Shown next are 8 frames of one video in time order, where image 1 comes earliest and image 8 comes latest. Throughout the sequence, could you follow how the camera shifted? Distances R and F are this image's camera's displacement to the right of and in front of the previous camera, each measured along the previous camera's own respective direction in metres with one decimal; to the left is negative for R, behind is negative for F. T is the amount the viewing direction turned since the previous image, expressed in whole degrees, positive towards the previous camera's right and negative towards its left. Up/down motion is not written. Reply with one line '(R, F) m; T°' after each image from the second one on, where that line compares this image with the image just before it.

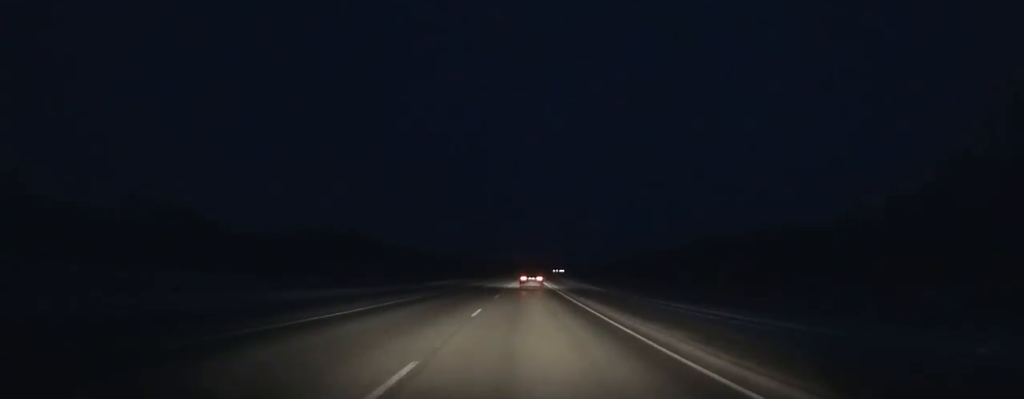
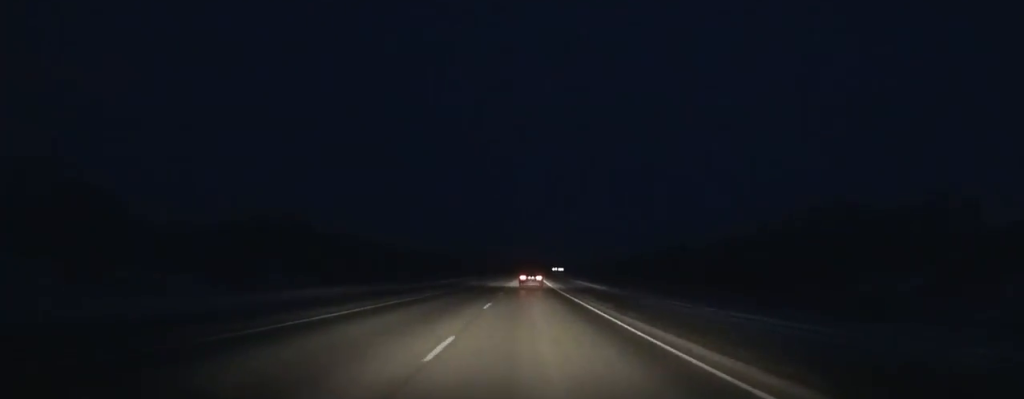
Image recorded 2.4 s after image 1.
(+0.2, +56.7) m; 0°
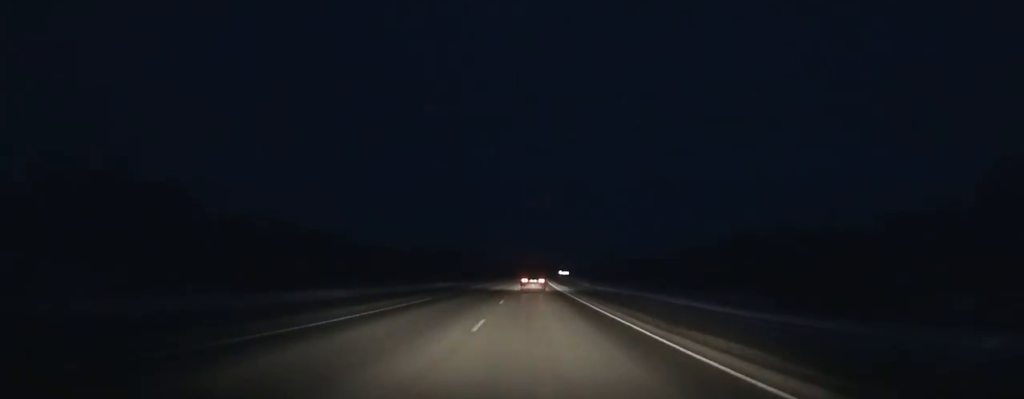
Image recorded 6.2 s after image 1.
(+0.8, +90.7) m; +1°
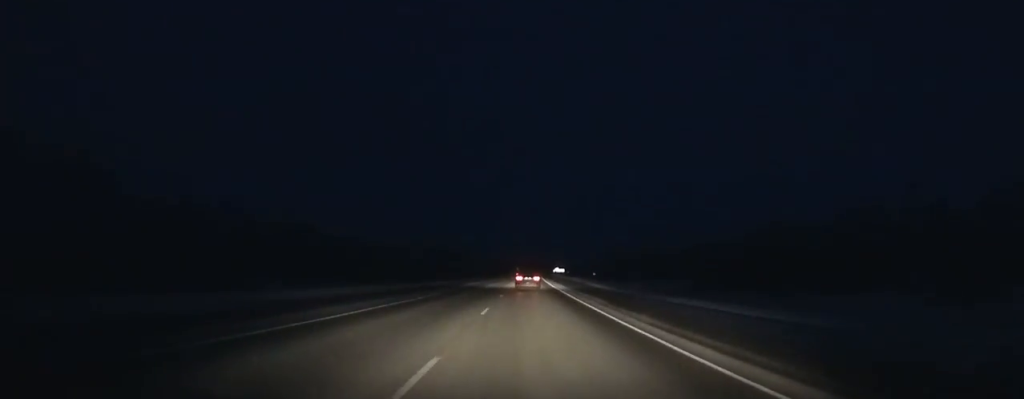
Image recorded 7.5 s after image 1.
(+0.1, +31.2) m; +1°
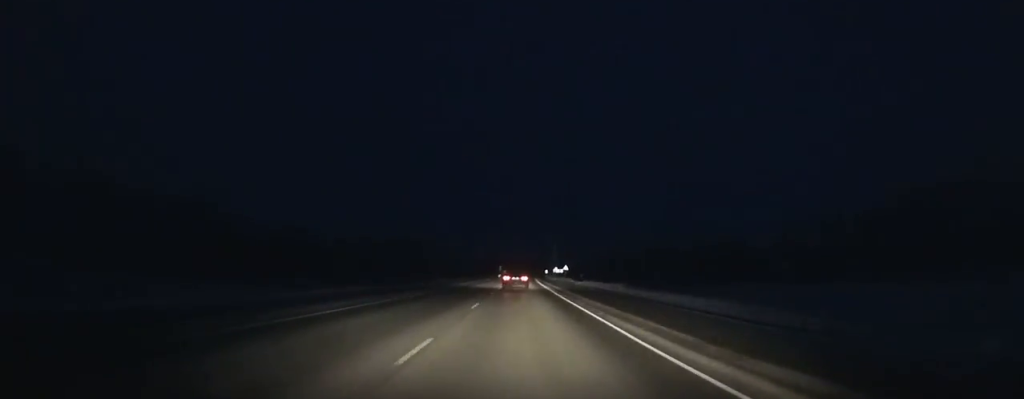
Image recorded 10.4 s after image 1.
(+0.6, +69.4) m; +1°
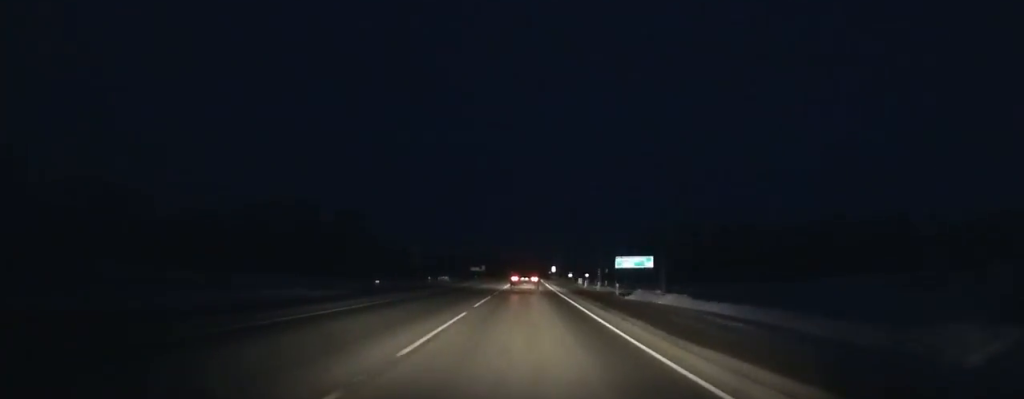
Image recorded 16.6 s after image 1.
(+1.7, +145.8) m; +2°
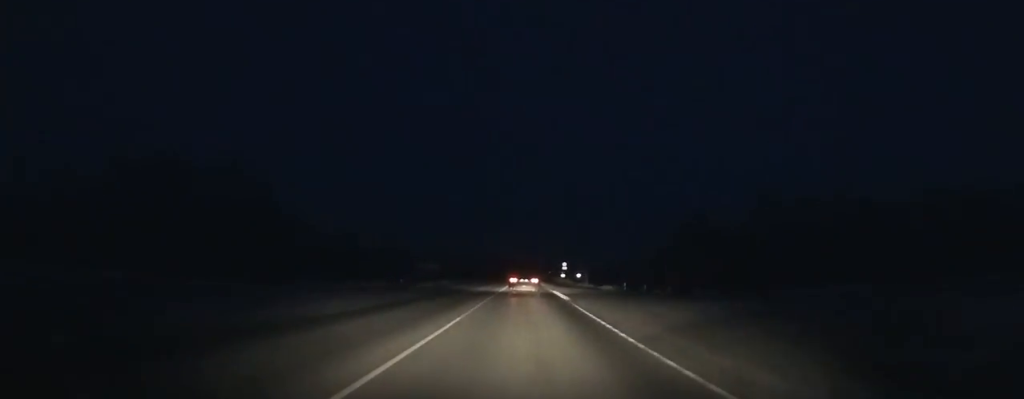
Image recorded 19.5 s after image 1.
(+0.5, +65.9) m; 0°
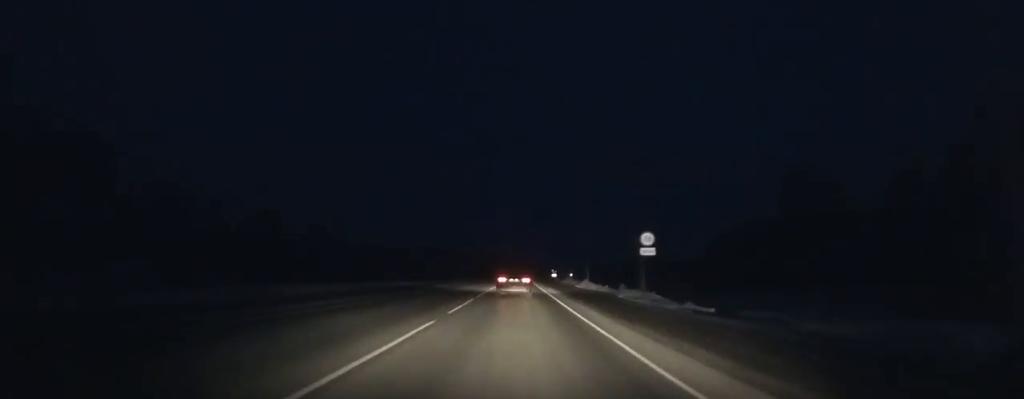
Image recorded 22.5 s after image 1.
(+0.1, +65.7) m; 0°
